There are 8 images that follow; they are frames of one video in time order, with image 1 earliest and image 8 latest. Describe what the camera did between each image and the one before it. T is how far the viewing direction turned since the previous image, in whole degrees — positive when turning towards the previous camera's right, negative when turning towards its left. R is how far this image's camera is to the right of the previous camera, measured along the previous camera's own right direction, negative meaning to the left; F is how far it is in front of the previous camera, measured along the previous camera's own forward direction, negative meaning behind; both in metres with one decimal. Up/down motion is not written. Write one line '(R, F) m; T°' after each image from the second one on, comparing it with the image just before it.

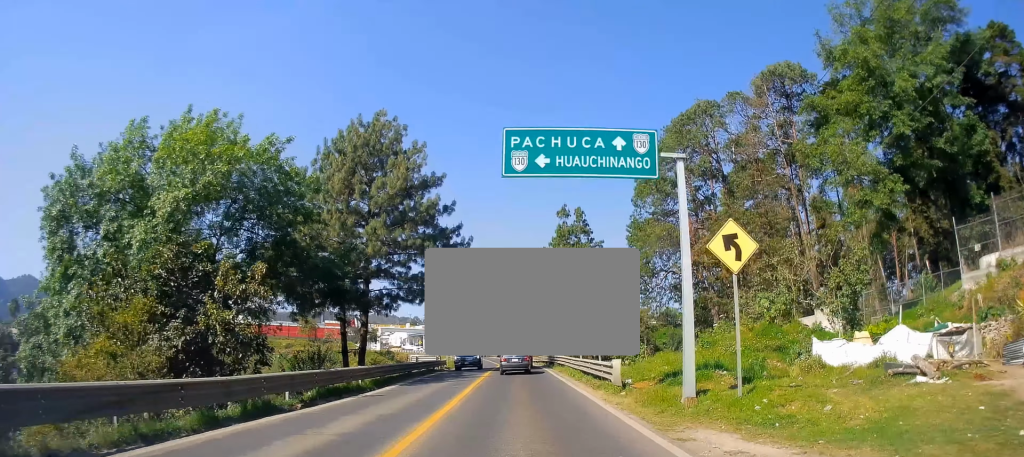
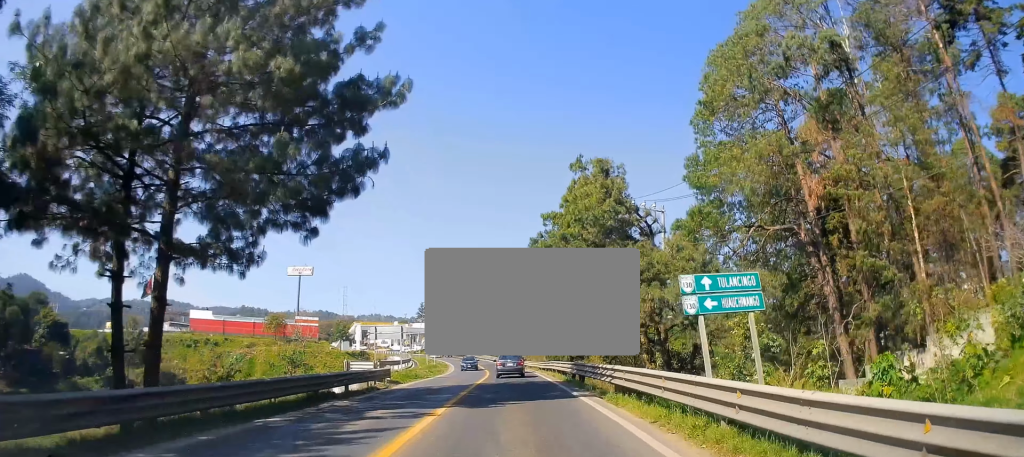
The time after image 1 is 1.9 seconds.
(0.0, +23.5) m; -1°
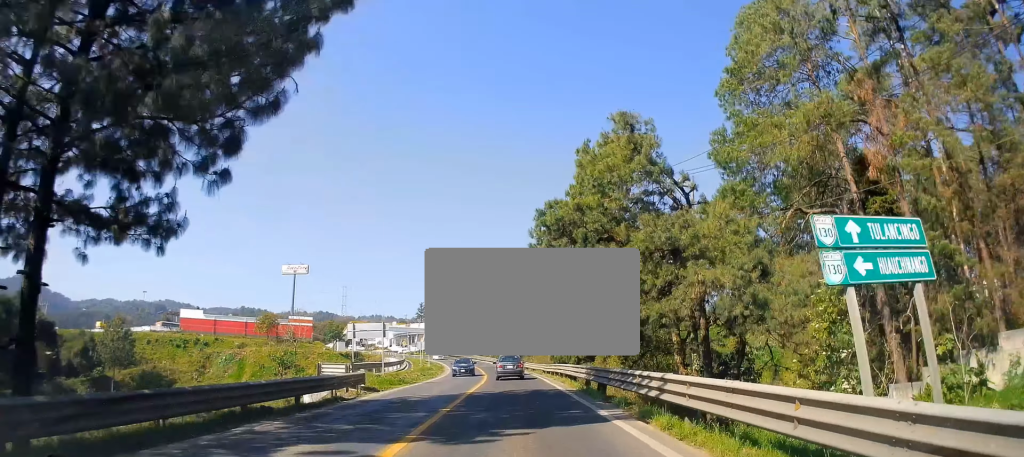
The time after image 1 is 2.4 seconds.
(+0.1, +5.4) m; -1°
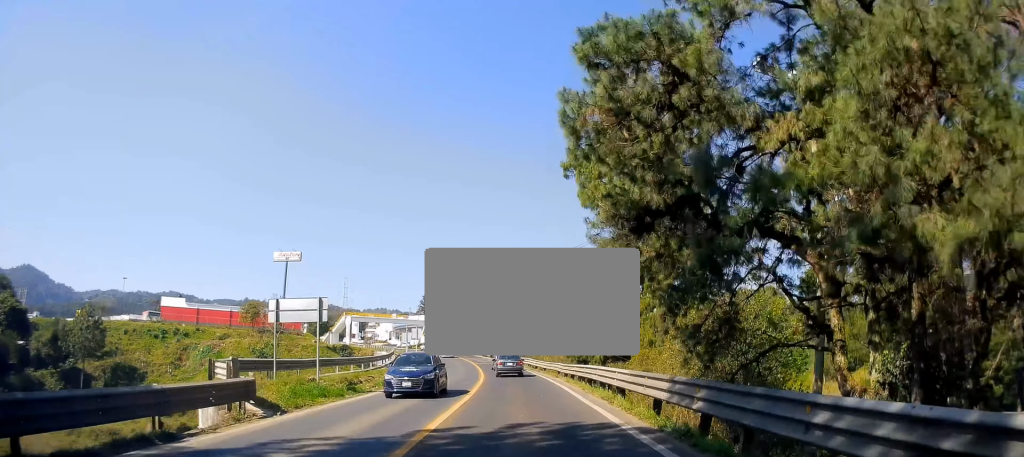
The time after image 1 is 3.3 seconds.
(-0.3, +11.4) m; -2°
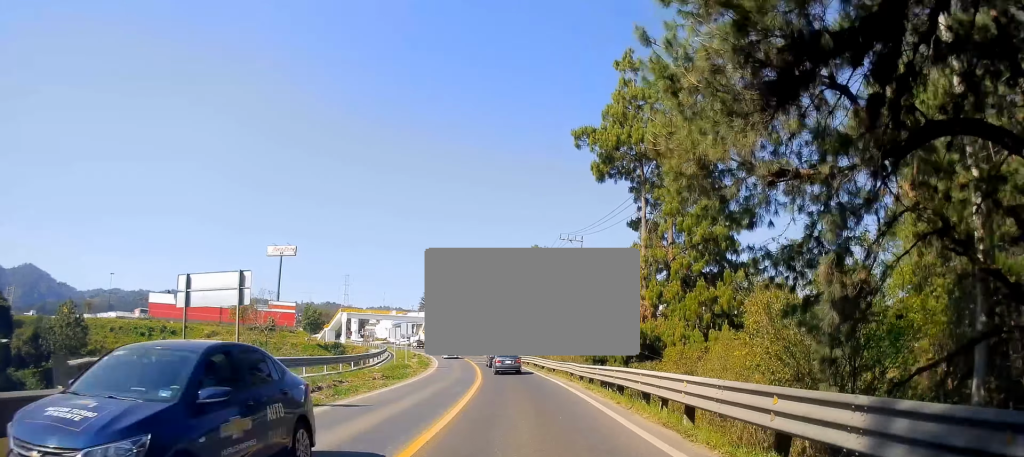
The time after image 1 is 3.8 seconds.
(-0.1, +6.7) m; -1°
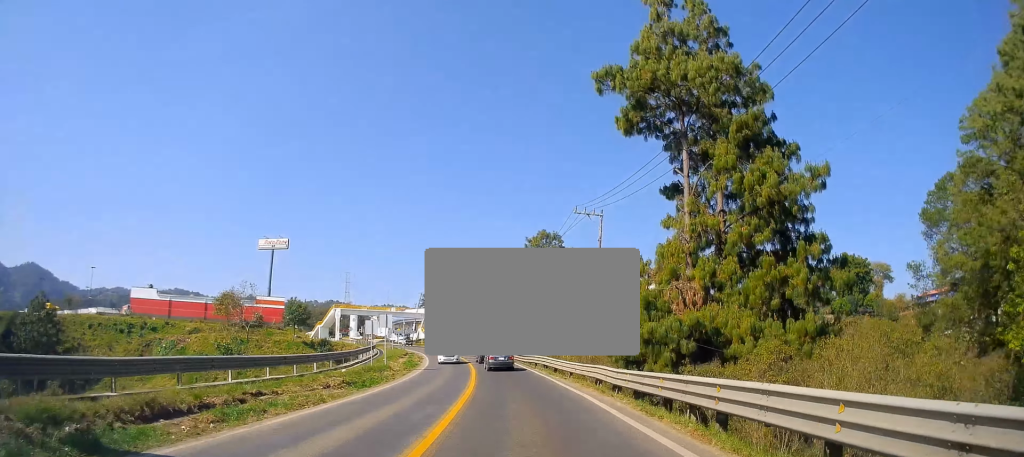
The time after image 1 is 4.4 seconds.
(0.0, +8.4) m; 0°
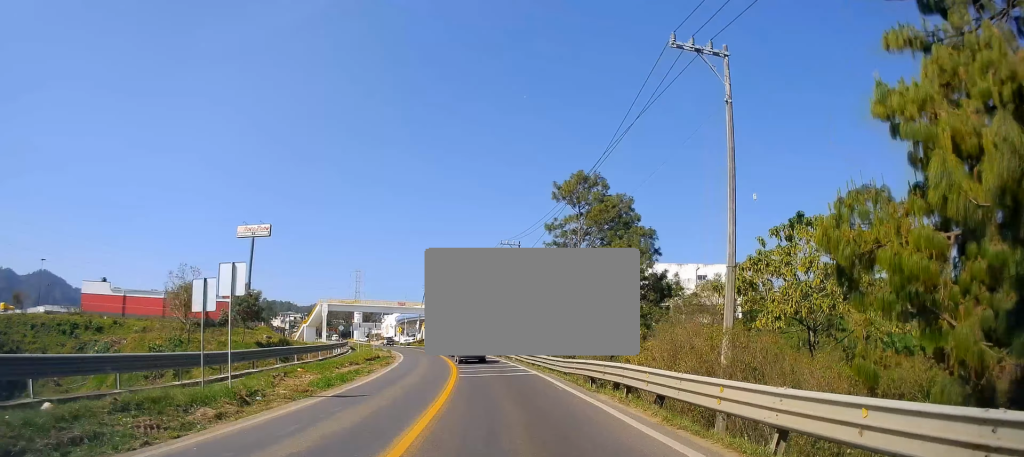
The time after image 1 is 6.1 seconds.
(0.0, +22.6) m; 0°
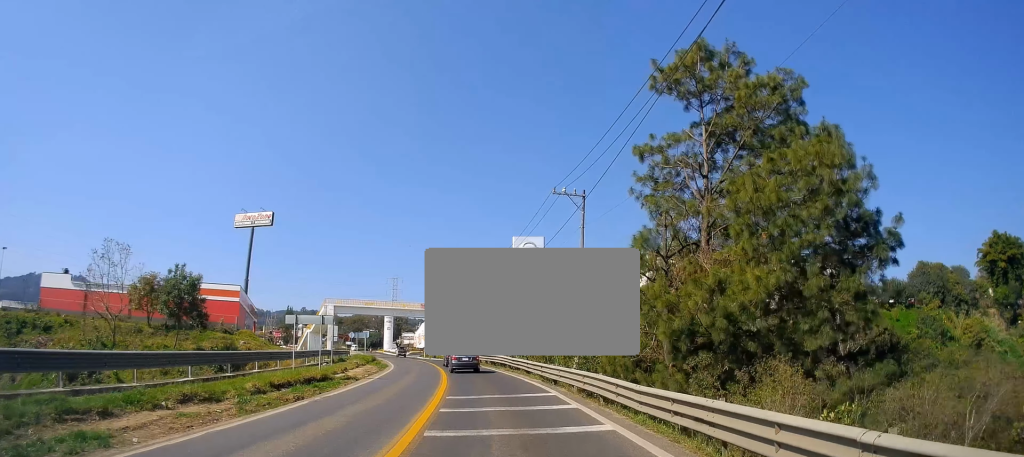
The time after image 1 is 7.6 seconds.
(0.0, +21.5) m; 0°
